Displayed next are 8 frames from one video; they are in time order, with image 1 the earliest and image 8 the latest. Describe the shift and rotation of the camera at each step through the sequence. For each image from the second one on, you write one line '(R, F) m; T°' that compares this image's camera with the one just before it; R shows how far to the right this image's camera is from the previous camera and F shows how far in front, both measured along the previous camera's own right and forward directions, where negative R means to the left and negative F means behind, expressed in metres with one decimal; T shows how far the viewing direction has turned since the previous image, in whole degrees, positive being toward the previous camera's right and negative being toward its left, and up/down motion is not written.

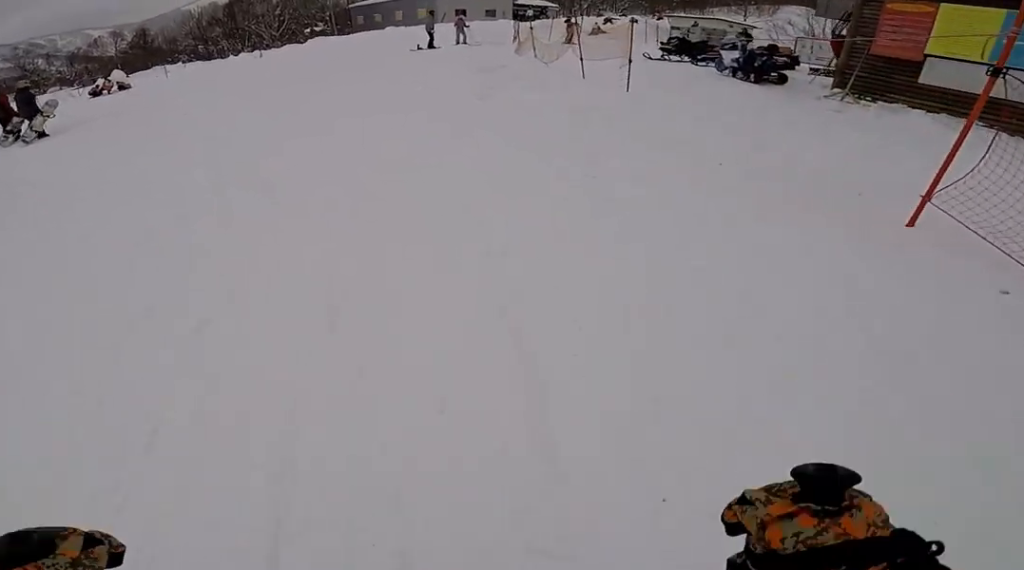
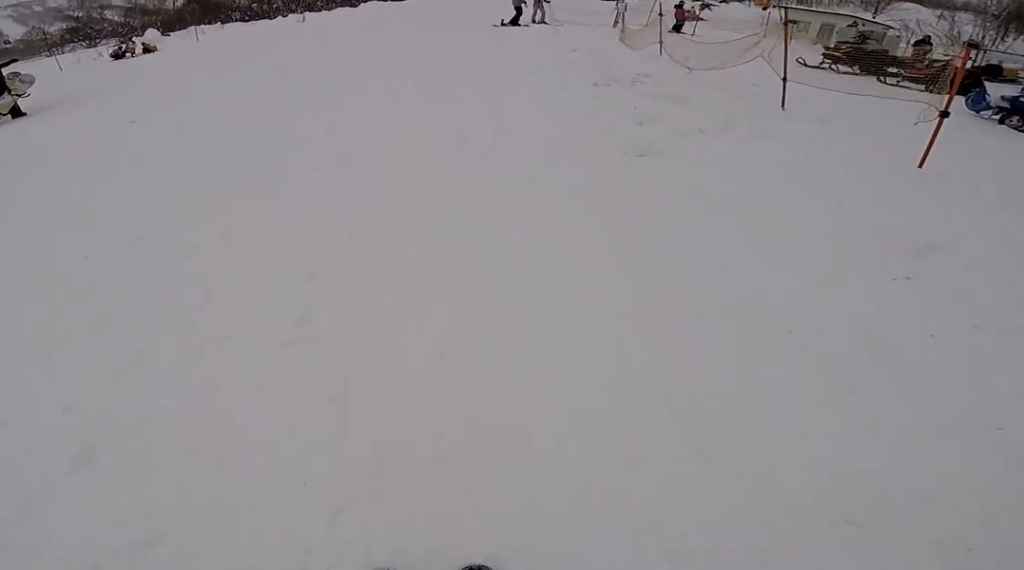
(-0.1, +4.5) m; -2°
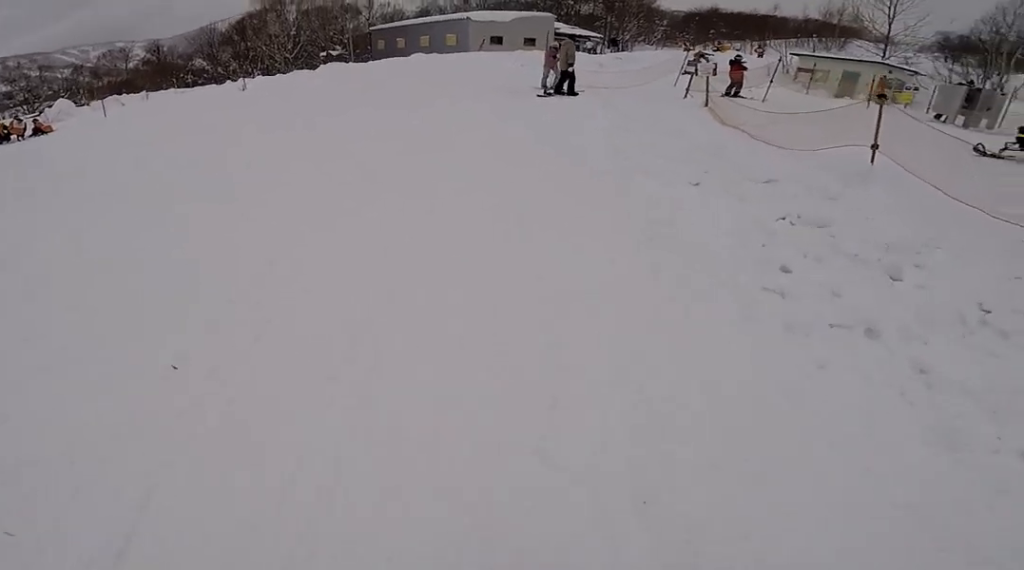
(0.0, +6.3) m; -1°
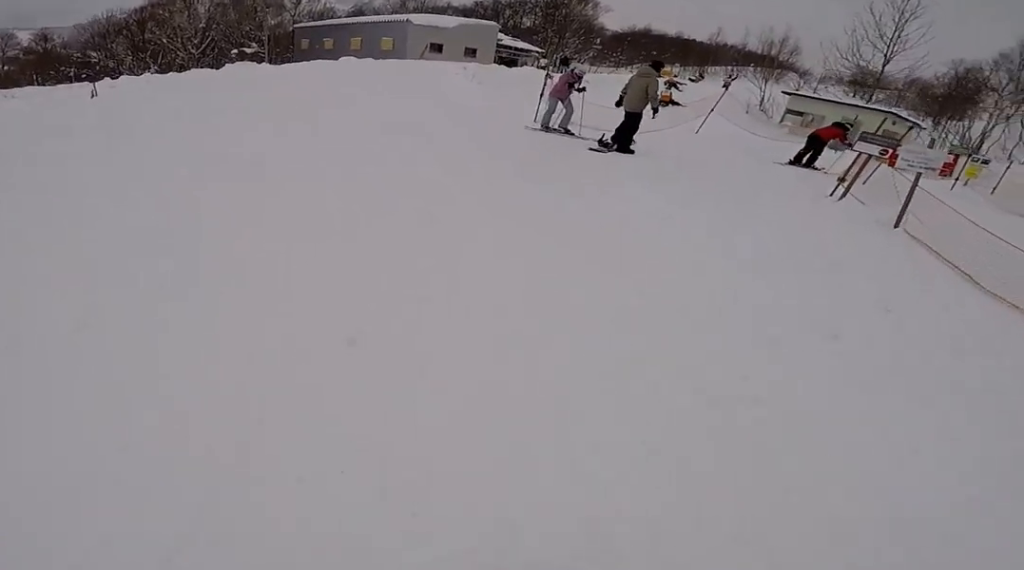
(0.0, +5.7) m; 0°
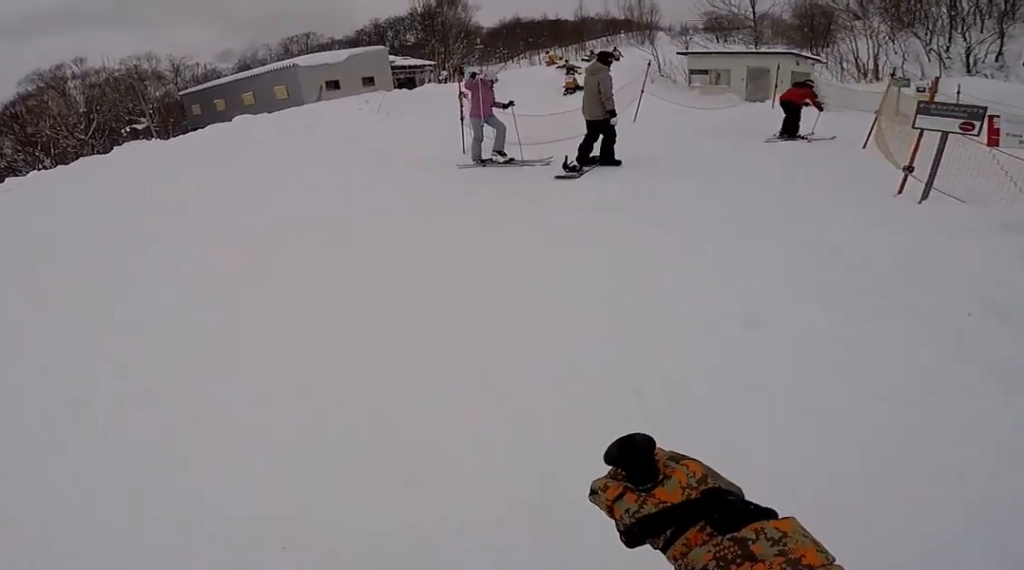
(0.0, +2.4) m; +2°
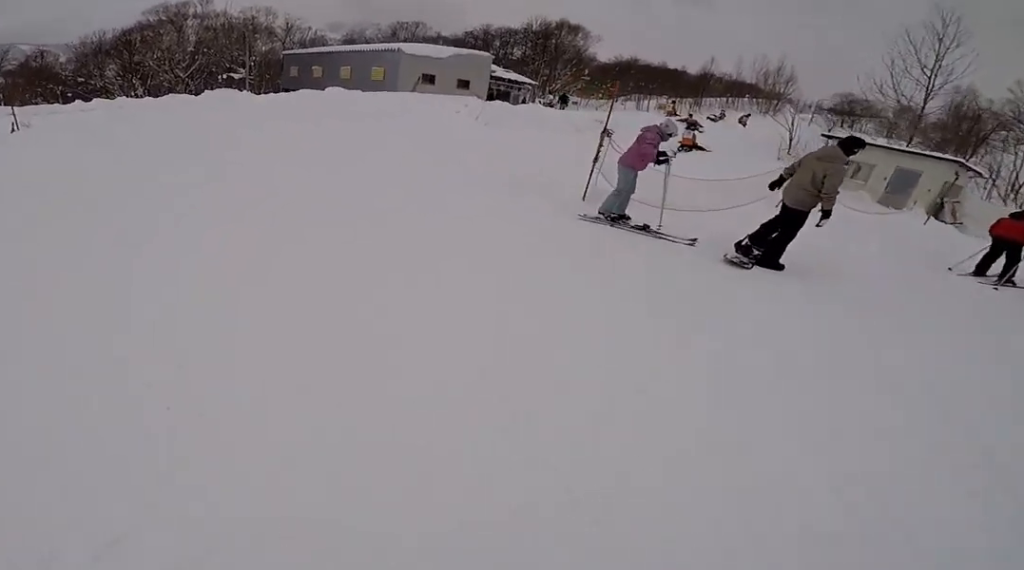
(0.0, +1.5) m; +1°
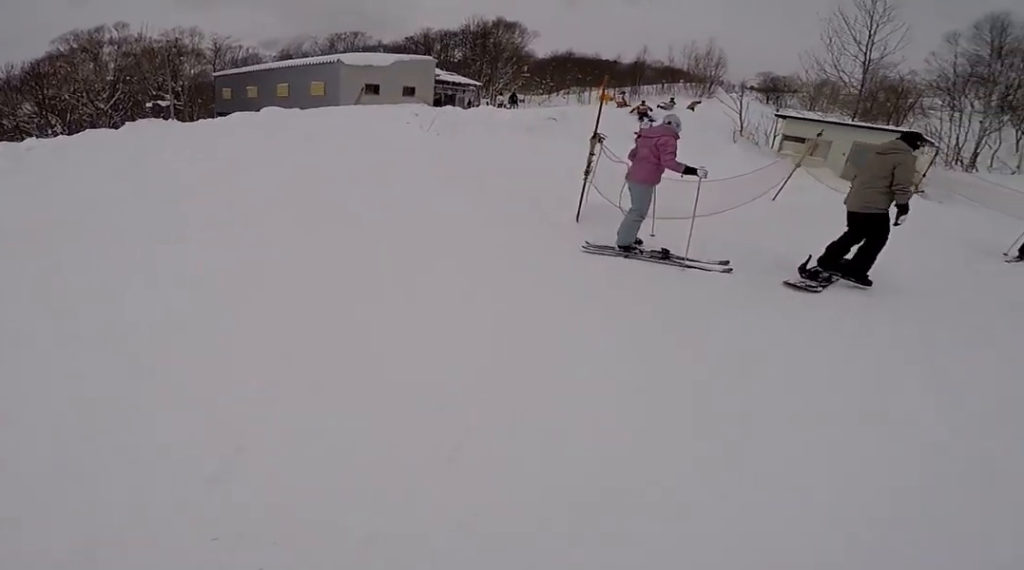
(+0.1, +1.9) m; +2°
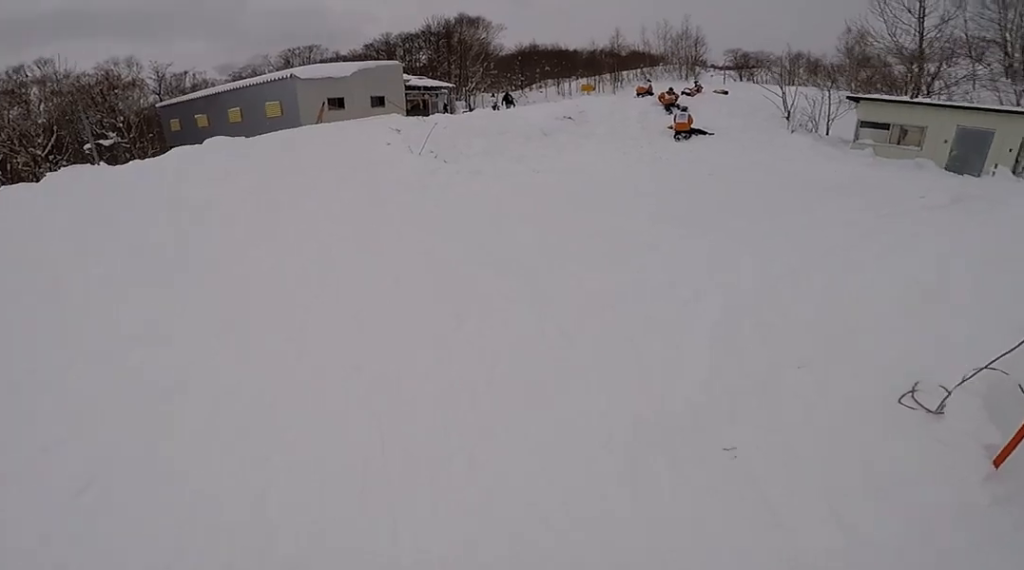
(+0.1, +5.1) m; +1°
